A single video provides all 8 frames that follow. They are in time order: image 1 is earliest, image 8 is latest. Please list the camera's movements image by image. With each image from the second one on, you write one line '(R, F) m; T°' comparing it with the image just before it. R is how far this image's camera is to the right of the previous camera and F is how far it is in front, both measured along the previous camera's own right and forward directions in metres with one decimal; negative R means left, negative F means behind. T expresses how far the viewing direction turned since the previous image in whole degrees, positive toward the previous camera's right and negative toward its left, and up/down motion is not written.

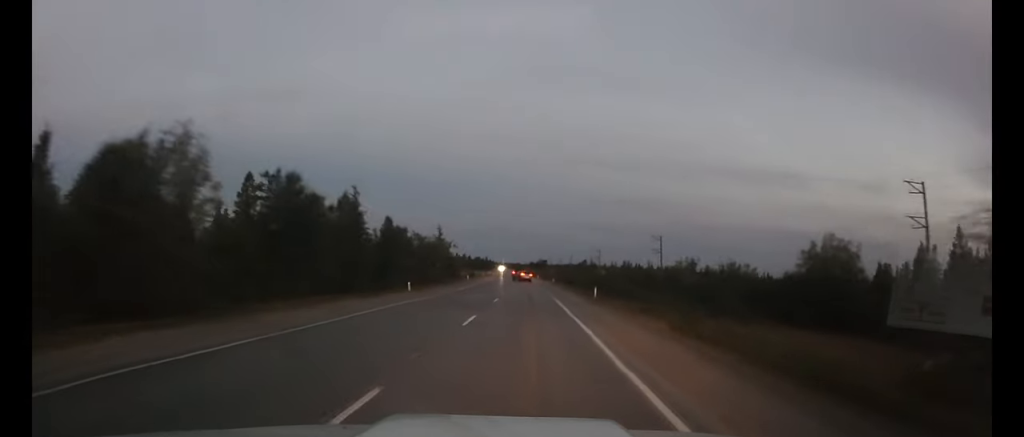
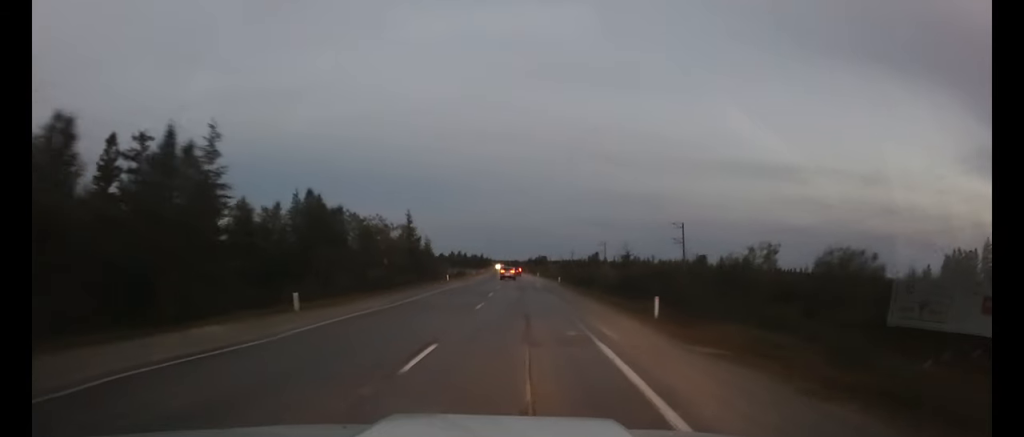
(-0.2, +20.8) m; 0°
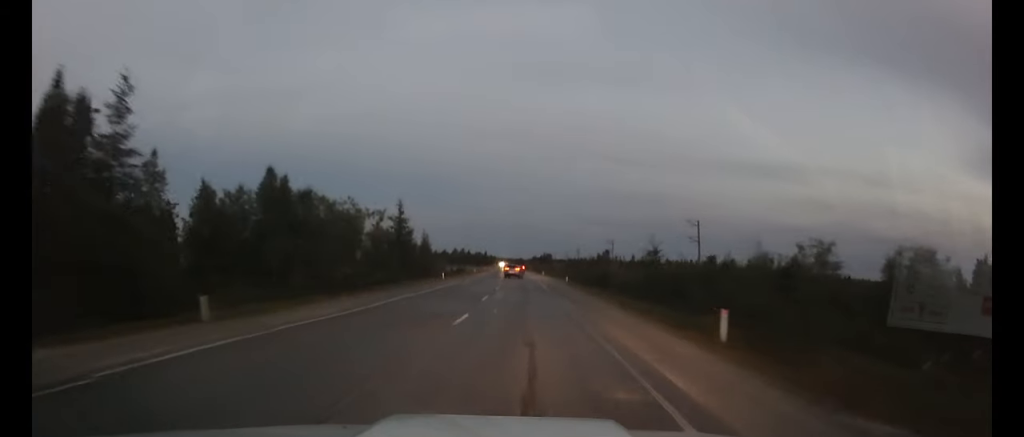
(0.0, +7.3) m; 0°
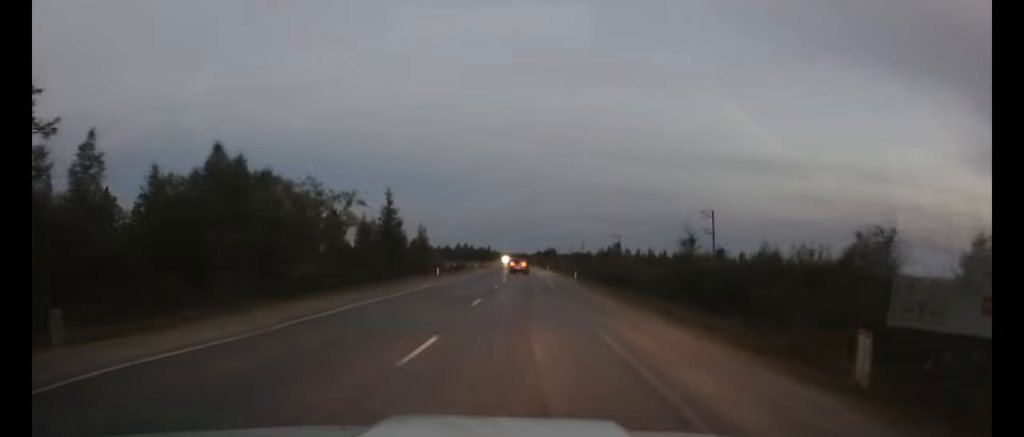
(0.0, +6.5) m; 0°
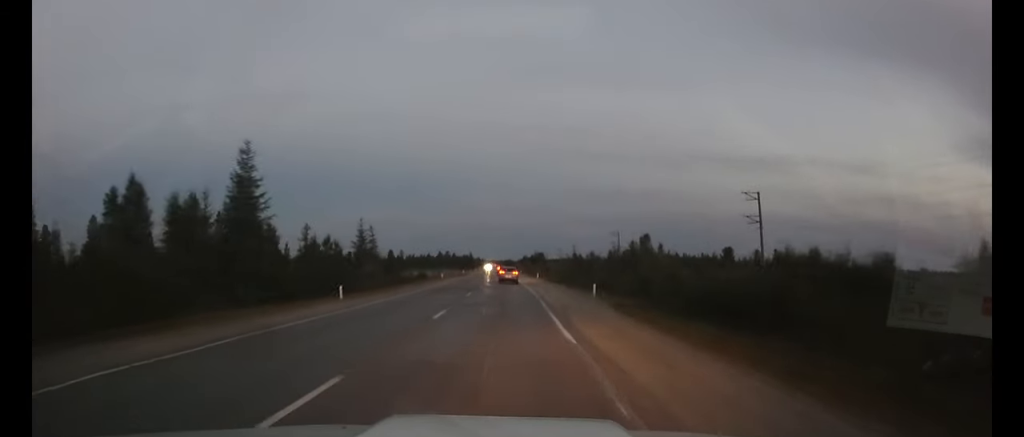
(0.0, +27.7) m; 0°
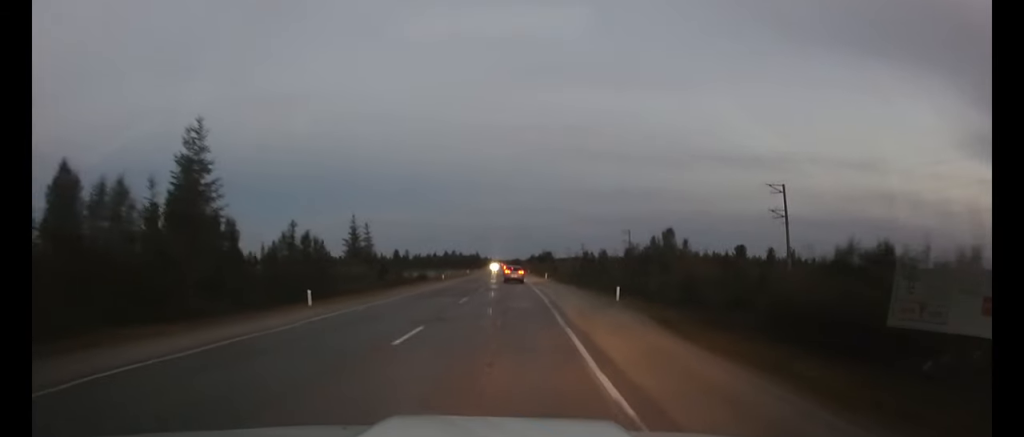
(0.0, +6.0) m; 0°
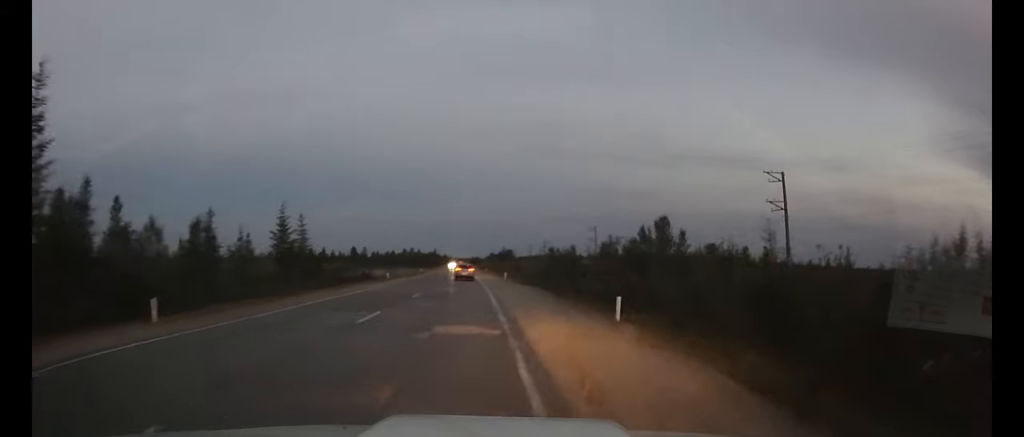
(+0.1, +11.1) m; +1°
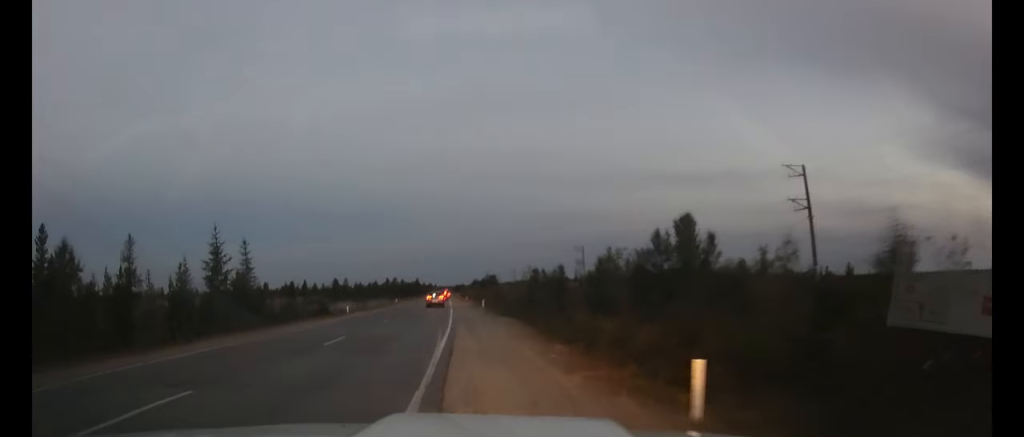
(+0.4, +10.9) m; +2°
